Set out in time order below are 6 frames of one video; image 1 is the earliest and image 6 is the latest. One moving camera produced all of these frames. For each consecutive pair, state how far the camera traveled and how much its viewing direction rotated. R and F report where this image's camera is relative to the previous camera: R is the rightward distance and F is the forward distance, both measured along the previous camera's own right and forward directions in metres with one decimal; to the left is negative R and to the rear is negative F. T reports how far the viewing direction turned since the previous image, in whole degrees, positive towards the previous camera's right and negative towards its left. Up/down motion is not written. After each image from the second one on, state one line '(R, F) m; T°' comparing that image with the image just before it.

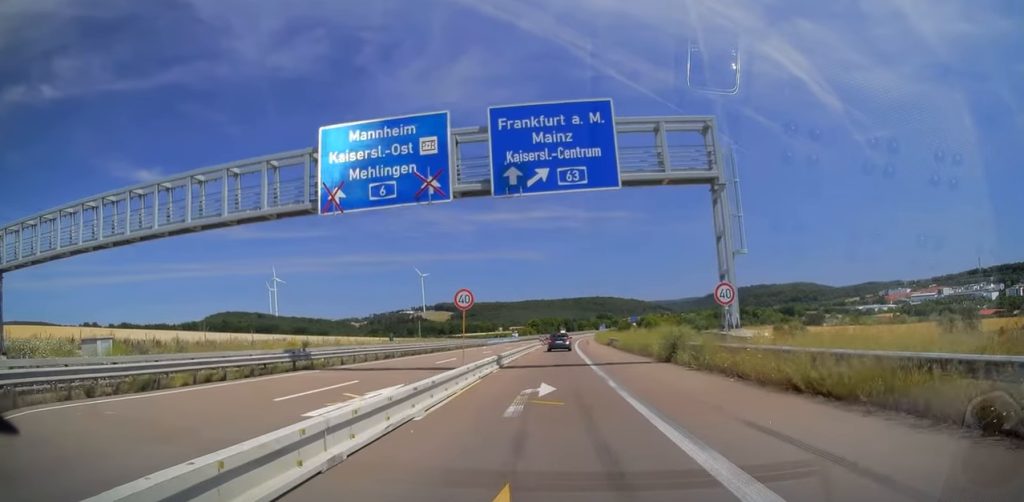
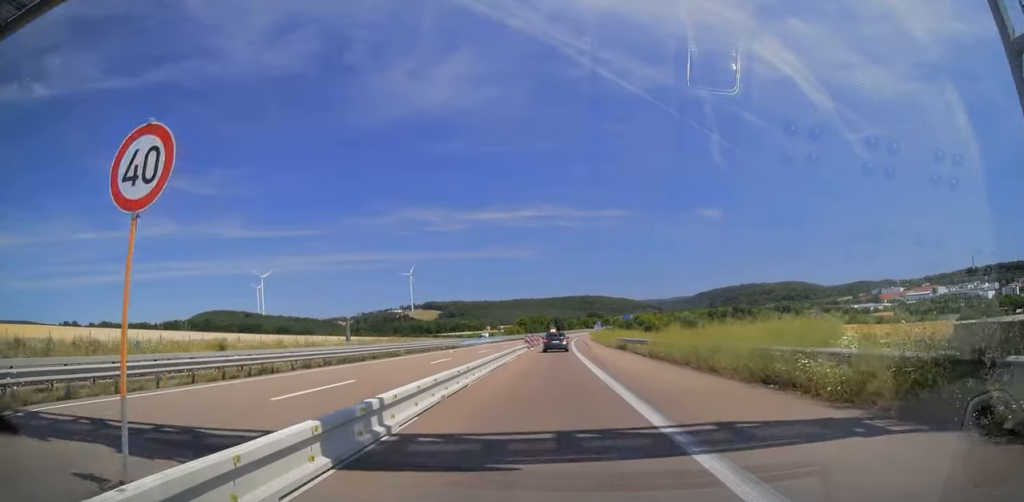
(+0.5, +18.6) m; +3°
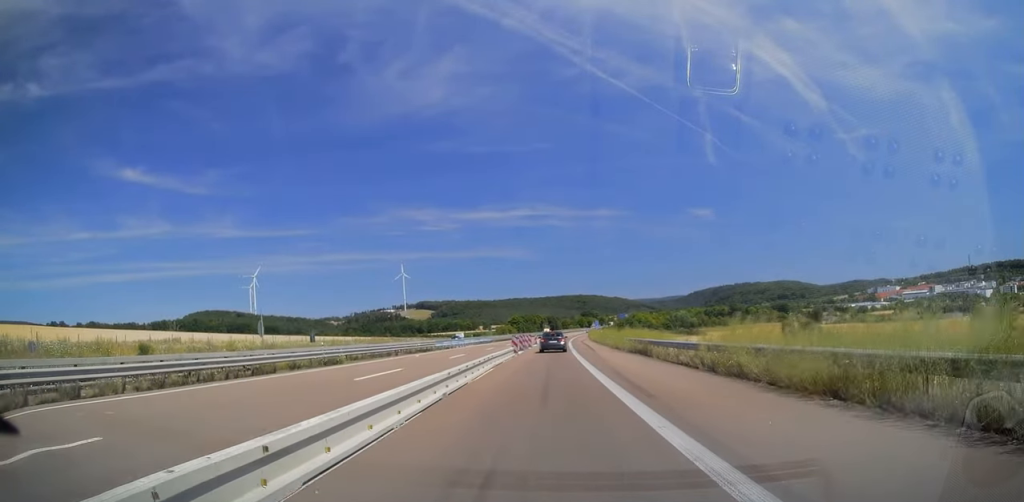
(+0.3, +12.4) m; +1°
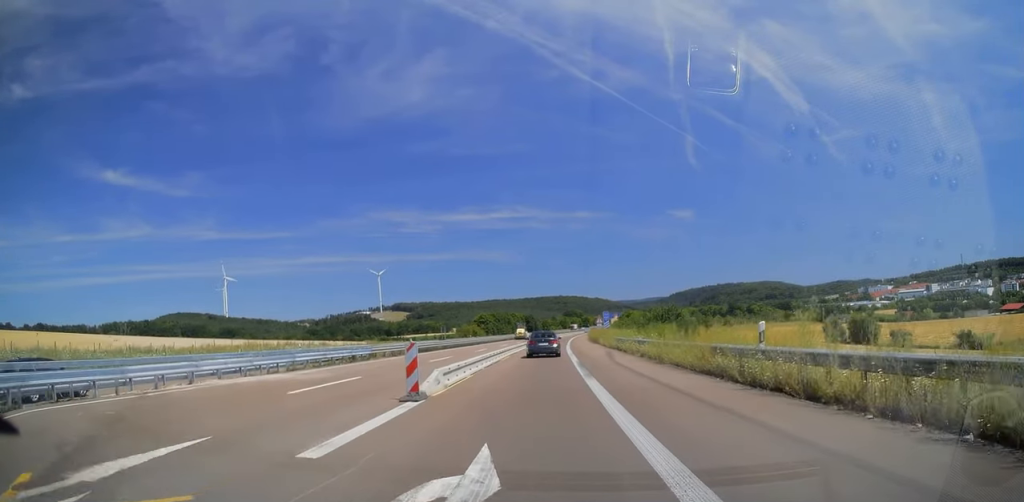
(-0.2, +59.8) m; 0°
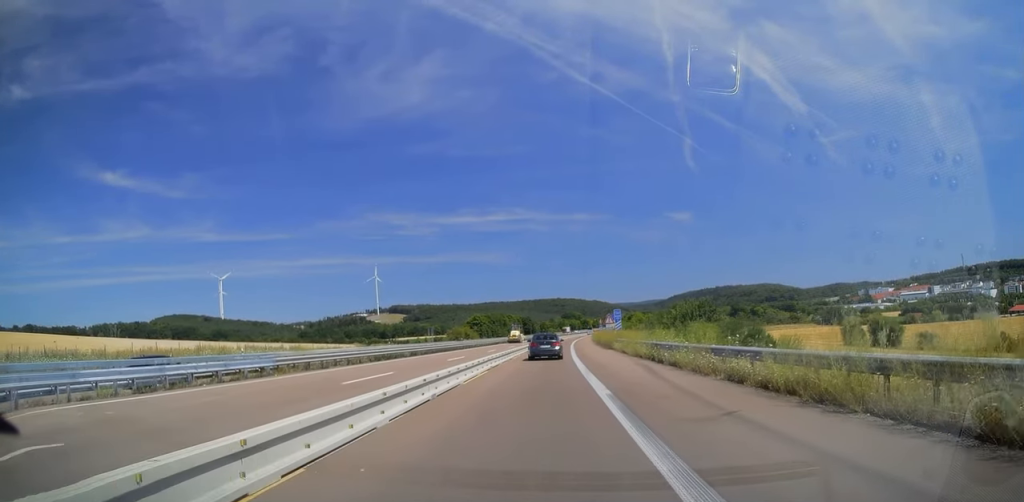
(+0.4, +14.7) m; +2°
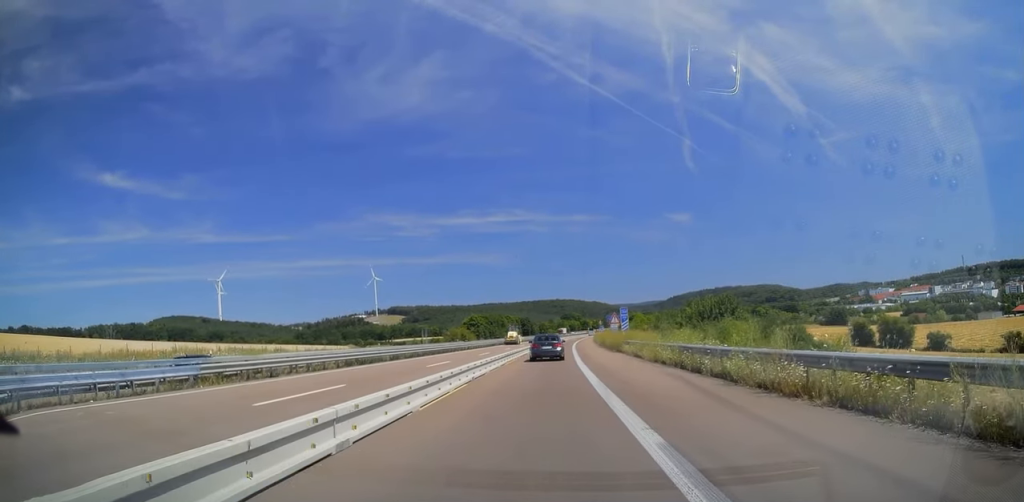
(0.0, +6.1) m; 0°
